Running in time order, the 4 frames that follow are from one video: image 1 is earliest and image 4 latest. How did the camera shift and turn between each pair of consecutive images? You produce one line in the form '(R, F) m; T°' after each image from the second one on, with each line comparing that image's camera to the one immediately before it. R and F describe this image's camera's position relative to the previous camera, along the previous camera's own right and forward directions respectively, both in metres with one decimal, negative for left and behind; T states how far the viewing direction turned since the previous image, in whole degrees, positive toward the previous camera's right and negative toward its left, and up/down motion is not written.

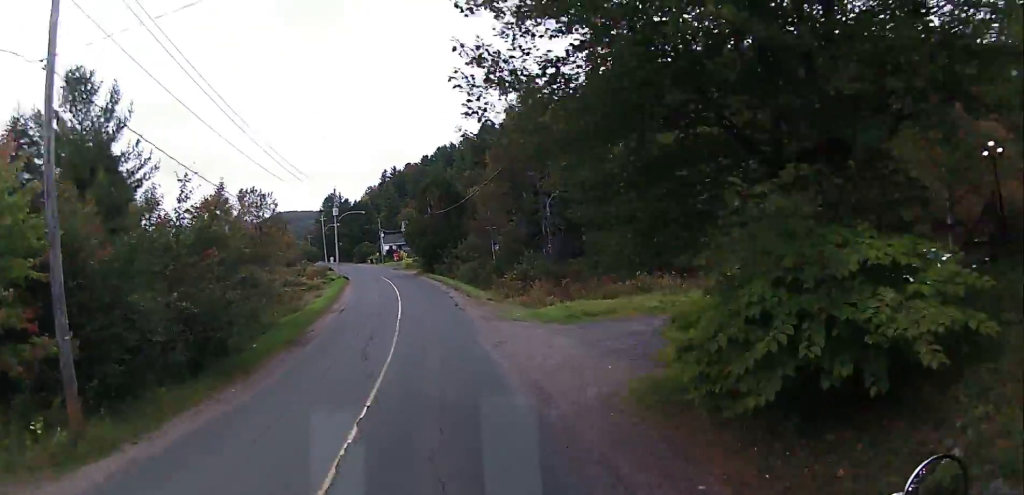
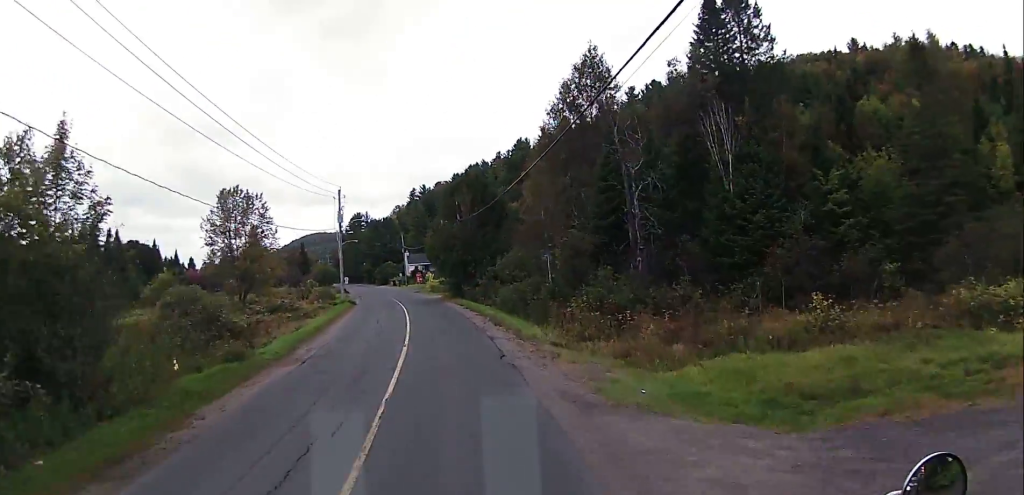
(+0.3, +15.5) m; 0°
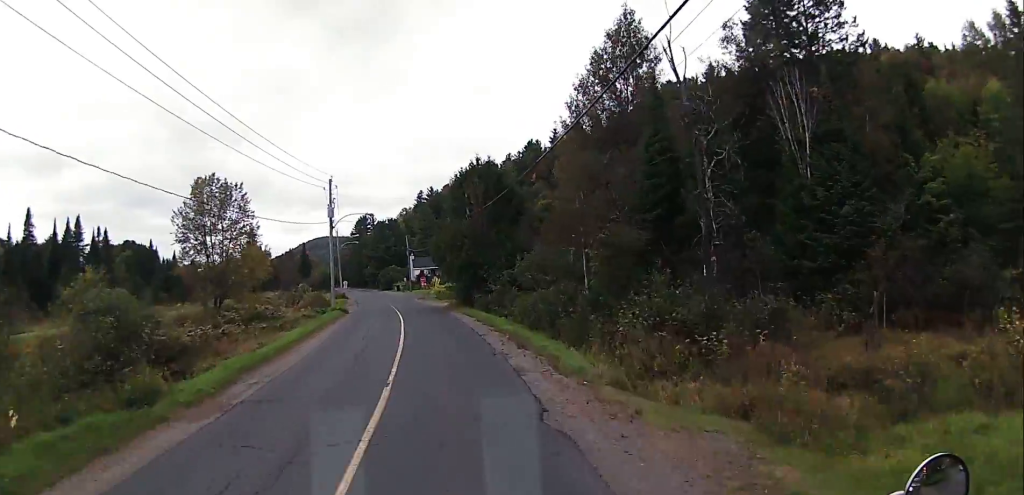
(-0.1, +8.2) m; -2°
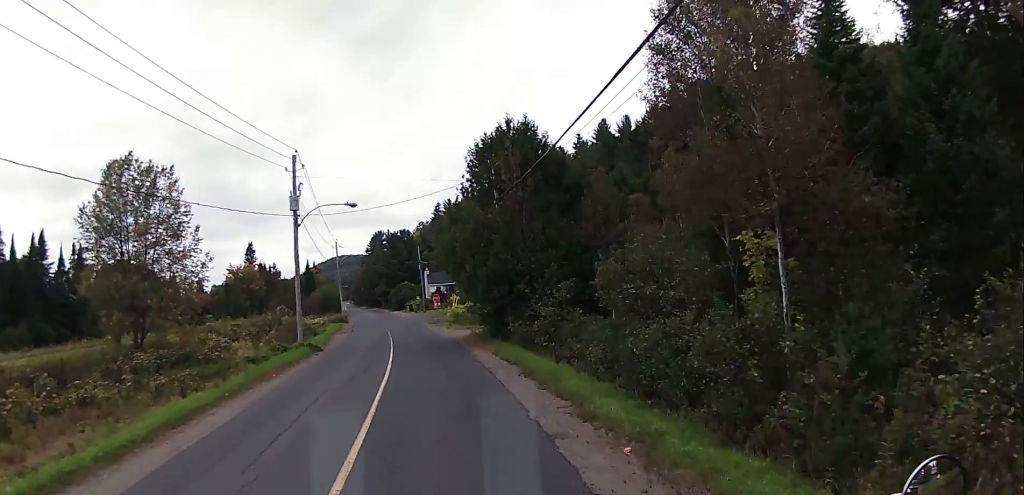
(-0.5, +16.8) m; -4°
